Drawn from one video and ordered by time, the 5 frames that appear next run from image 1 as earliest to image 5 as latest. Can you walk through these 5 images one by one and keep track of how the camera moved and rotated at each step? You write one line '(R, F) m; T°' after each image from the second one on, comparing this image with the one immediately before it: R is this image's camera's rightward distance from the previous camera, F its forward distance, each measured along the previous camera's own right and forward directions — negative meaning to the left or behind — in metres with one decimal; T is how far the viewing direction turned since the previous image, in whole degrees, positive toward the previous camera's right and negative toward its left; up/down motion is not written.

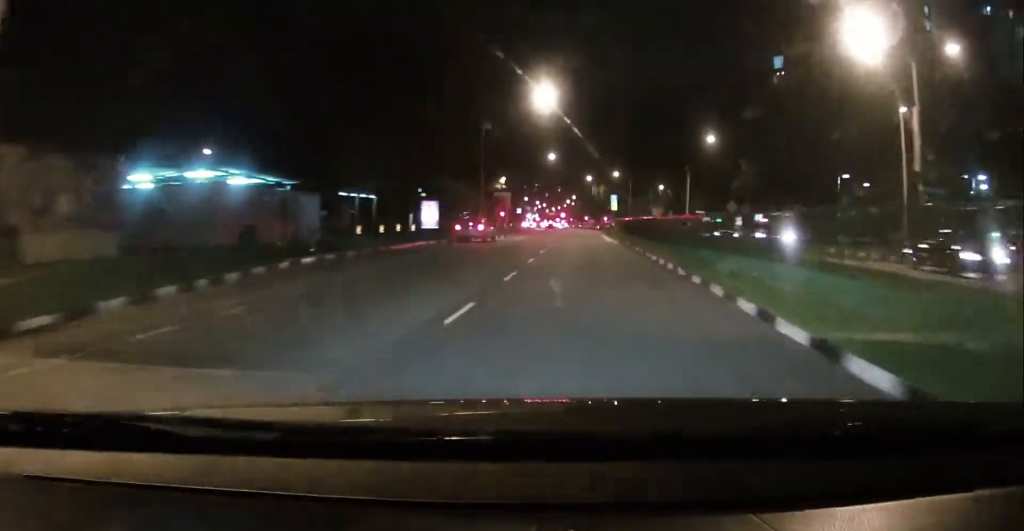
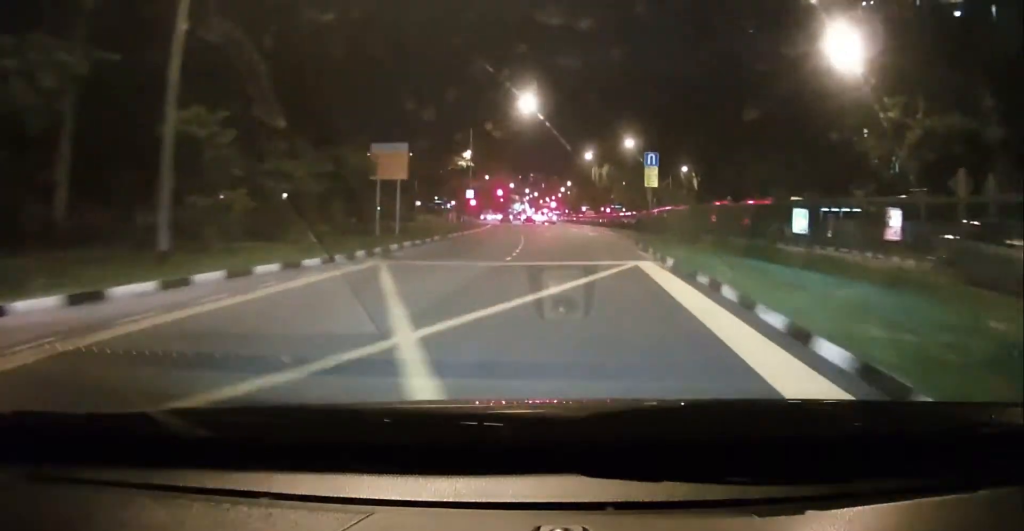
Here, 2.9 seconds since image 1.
(+0.1, +40.4) m; 0°
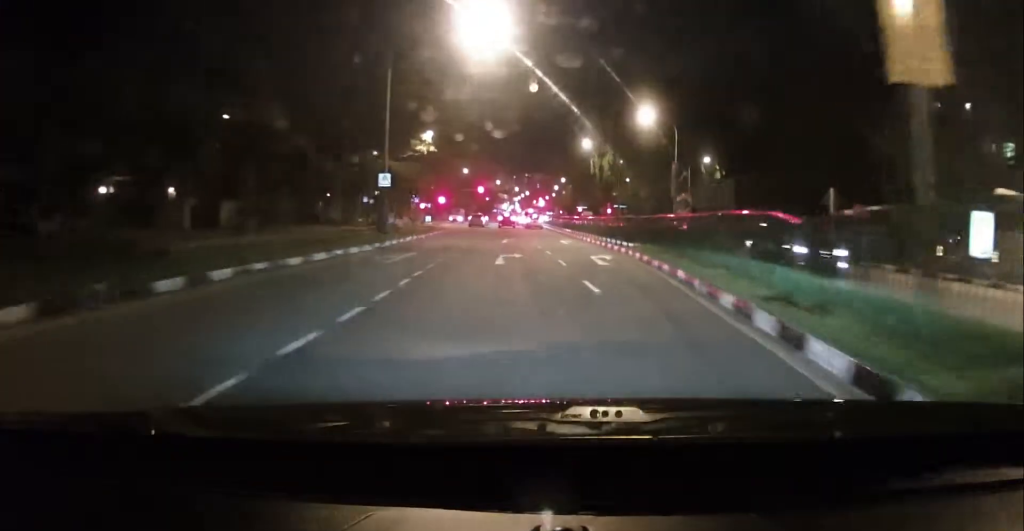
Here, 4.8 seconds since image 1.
(+0.9, +25.4) m; +4°
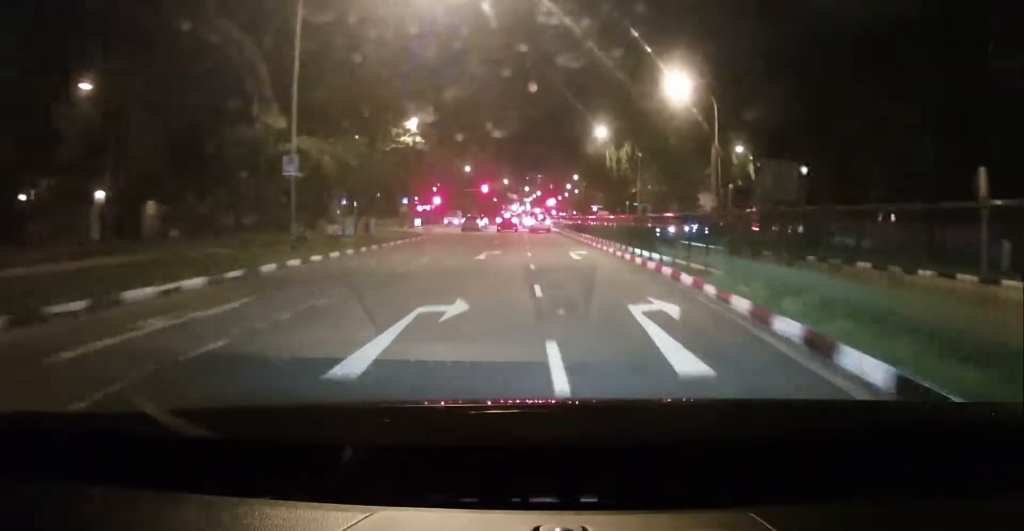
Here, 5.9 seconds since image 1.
(0.0, +13.2) m; -2°
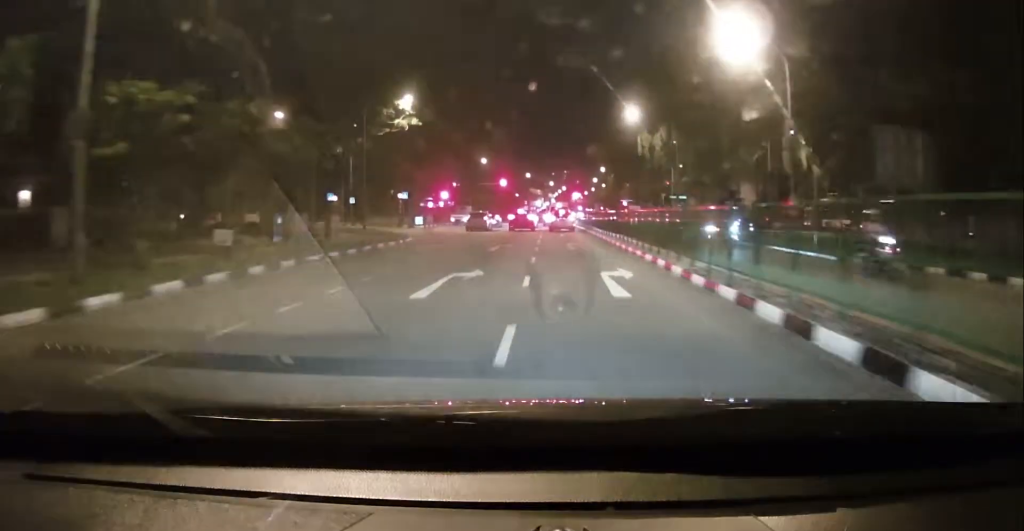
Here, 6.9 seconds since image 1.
(-0.5, +12.2) m; -4°
